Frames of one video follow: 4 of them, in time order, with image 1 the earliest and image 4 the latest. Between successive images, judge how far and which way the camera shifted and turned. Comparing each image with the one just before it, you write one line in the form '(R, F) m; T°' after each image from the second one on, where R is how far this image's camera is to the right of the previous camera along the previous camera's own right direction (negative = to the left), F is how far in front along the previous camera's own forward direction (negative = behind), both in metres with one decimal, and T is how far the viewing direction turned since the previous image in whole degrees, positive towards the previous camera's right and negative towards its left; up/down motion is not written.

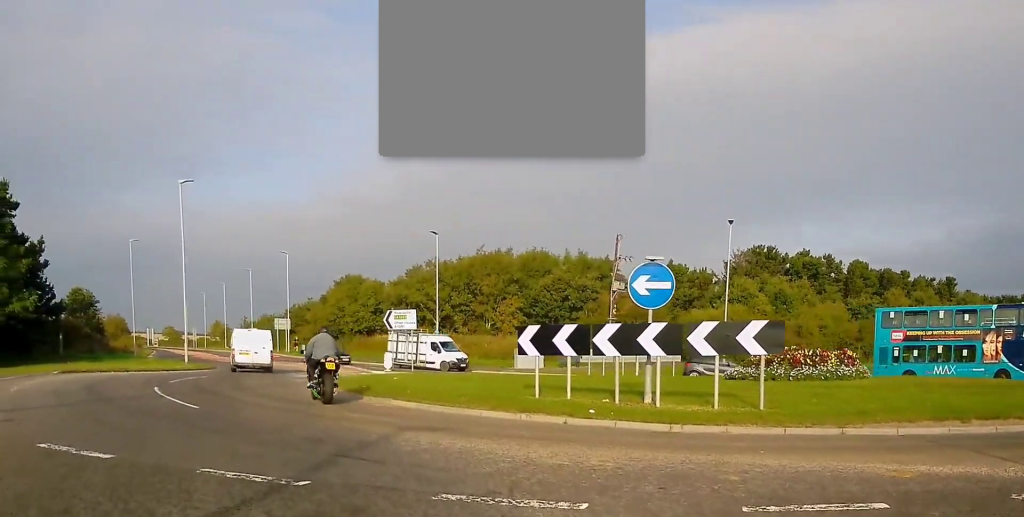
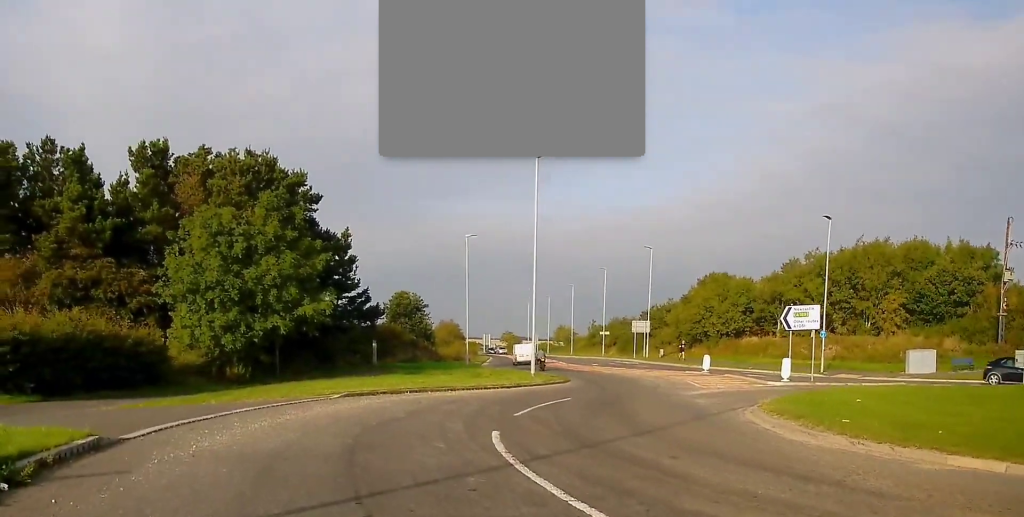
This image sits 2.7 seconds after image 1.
(-1.8, +8.2) m; -17°
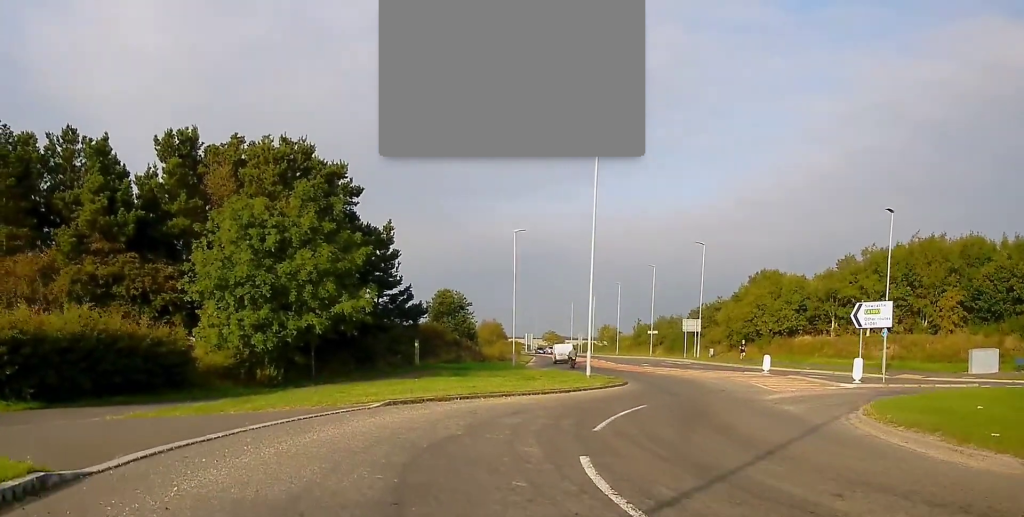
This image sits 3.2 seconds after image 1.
(+0.1, +2.3) m; -3°
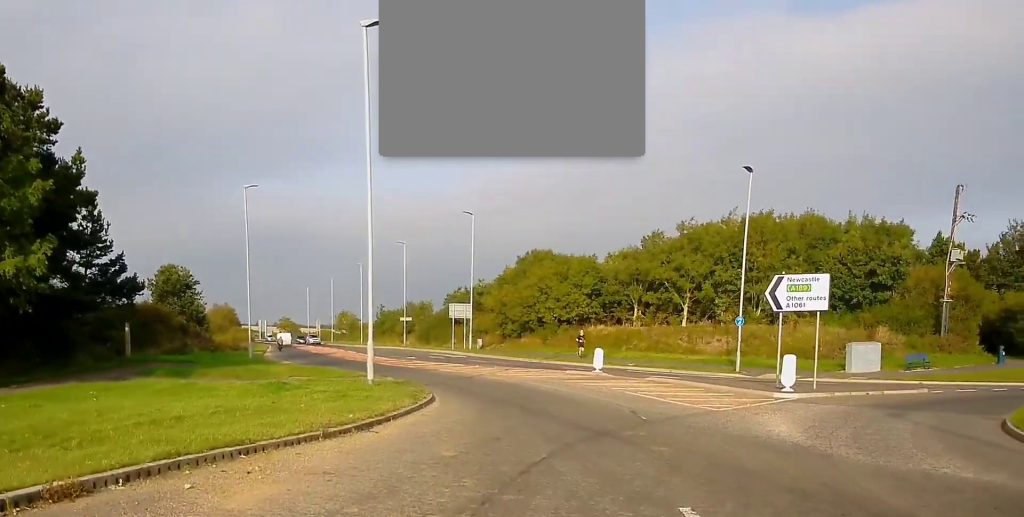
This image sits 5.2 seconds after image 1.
(+0.1, +11.6) m; +13°
